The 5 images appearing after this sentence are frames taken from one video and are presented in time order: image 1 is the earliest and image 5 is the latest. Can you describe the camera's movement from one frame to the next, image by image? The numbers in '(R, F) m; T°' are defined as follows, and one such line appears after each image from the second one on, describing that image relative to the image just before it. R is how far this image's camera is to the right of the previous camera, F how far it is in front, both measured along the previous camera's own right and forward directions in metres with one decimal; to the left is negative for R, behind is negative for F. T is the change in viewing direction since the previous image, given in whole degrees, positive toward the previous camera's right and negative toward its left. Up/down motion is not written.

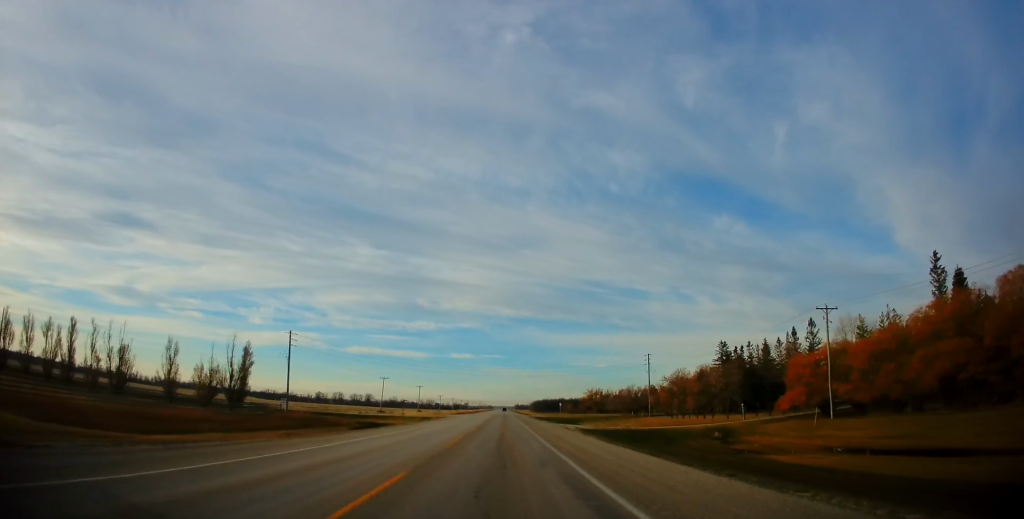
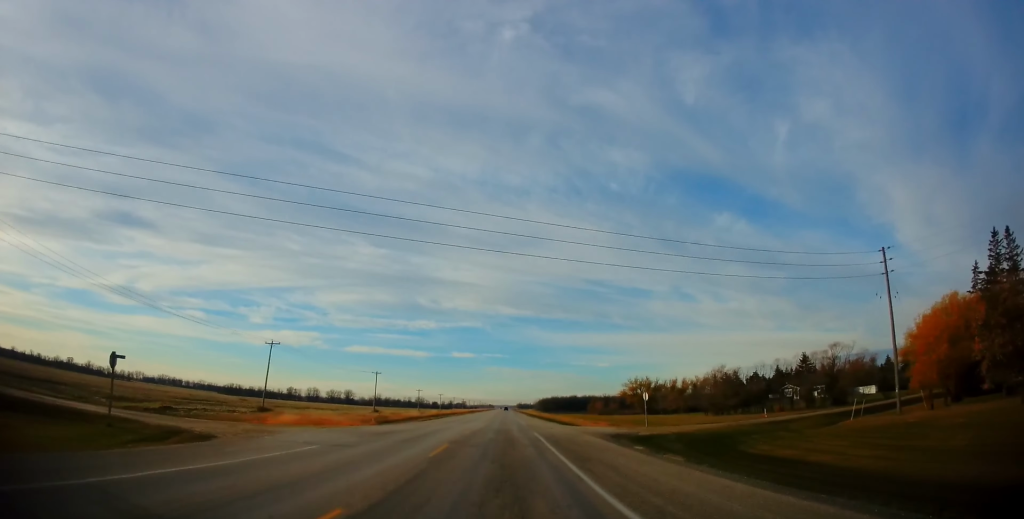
(+1.4, +88.3) m; +4°
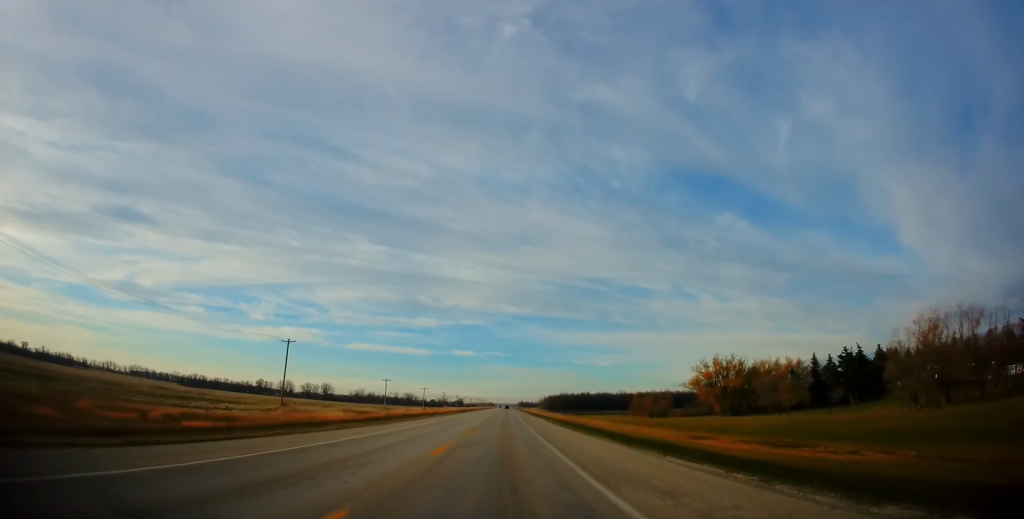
(-3.7, +63.4) m; +1°
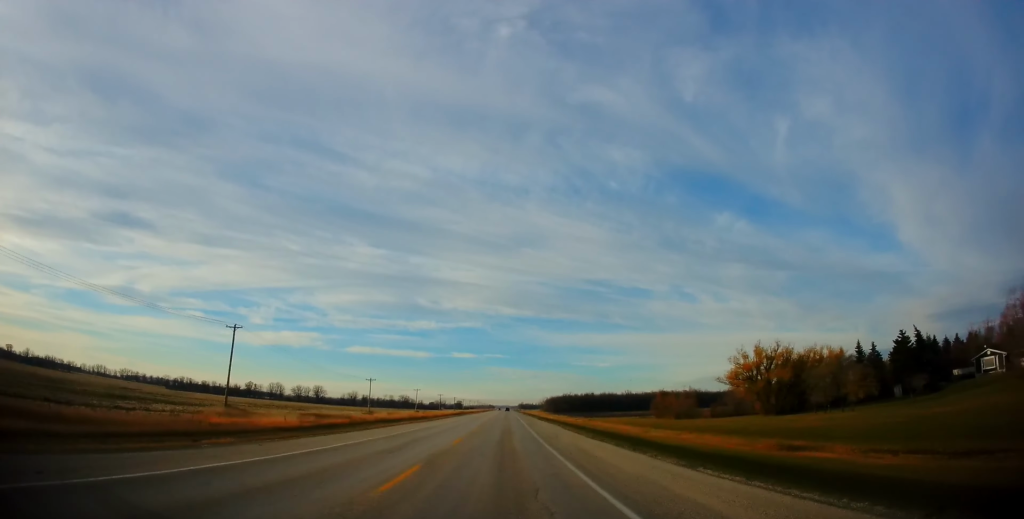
(+0.8, +18.4) m; +1°
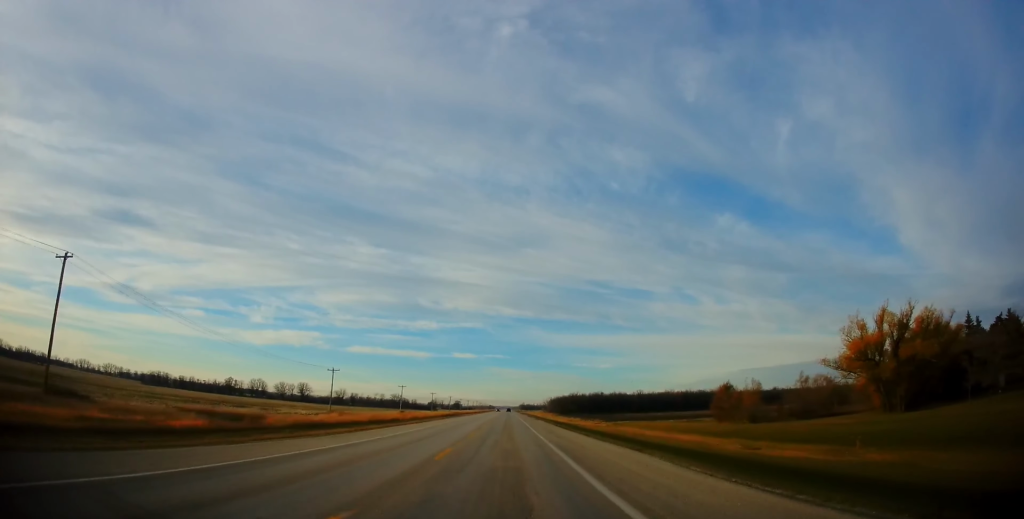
(-1.9, +31.5) m; -3°
